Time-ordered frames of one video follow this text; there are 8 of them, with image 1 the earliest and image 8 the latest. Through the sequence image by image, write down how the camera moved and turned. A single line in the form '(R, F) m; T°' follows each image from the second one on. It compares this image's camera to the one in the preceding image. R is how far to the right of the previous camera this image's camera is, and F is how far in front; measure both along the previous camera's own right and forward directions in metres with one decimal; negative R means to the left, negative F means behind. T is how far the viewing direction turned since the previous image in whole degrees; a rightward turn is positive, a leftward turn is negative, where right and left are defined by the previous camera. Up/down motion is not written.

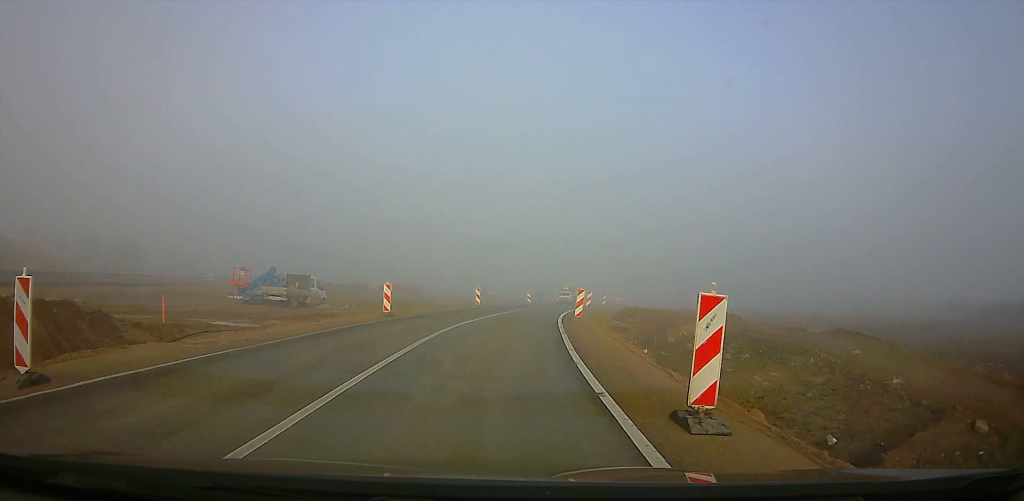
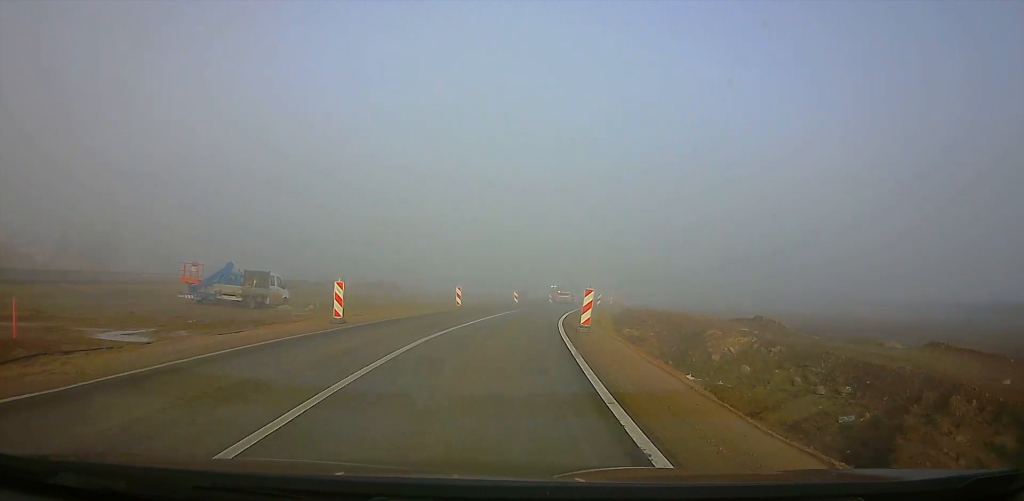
(-0.1, +6.4) m; 0°
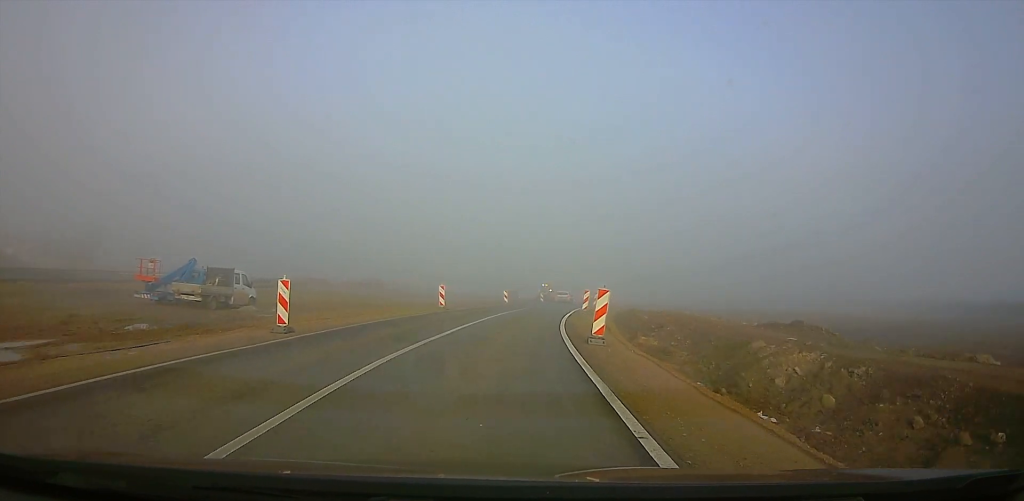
(-0.1, +4.8) m; 0°
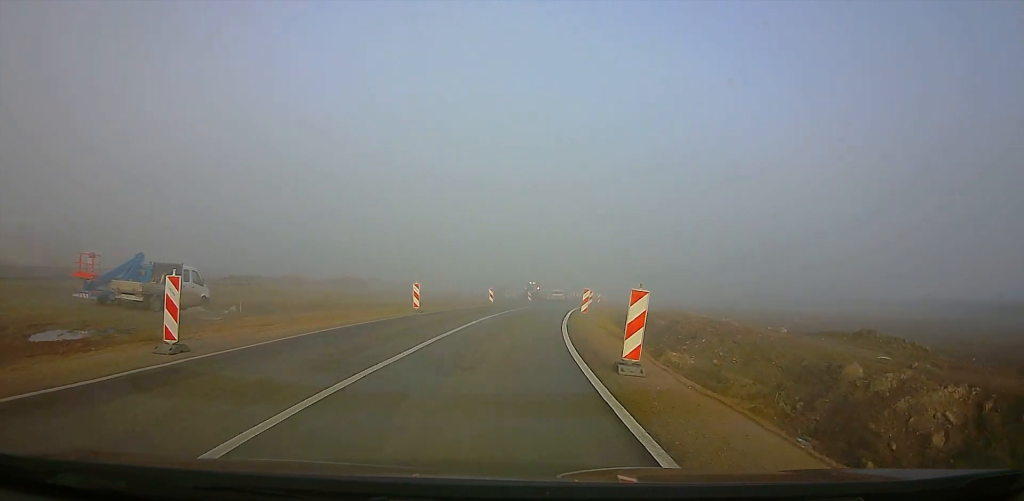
(0.0, +5.1) m; 0°
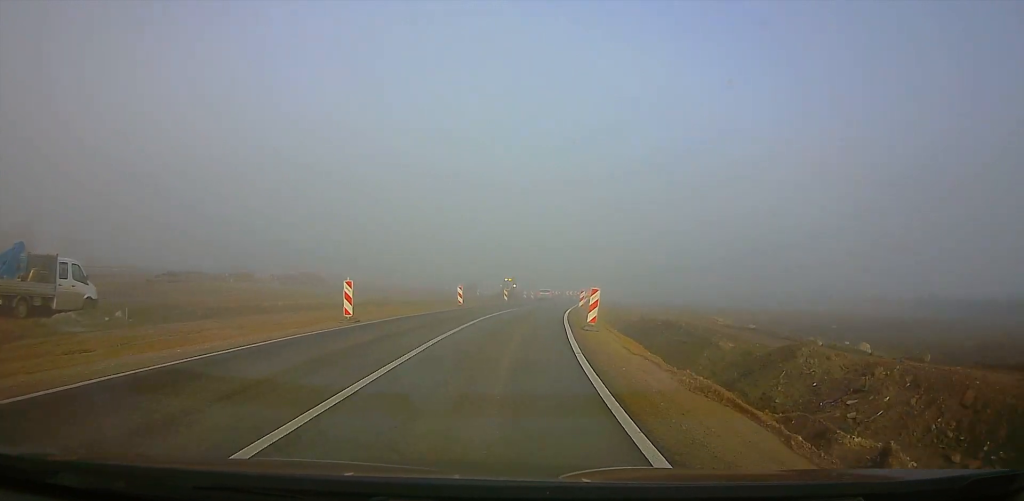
(+0.1, +9.2) m; +3°
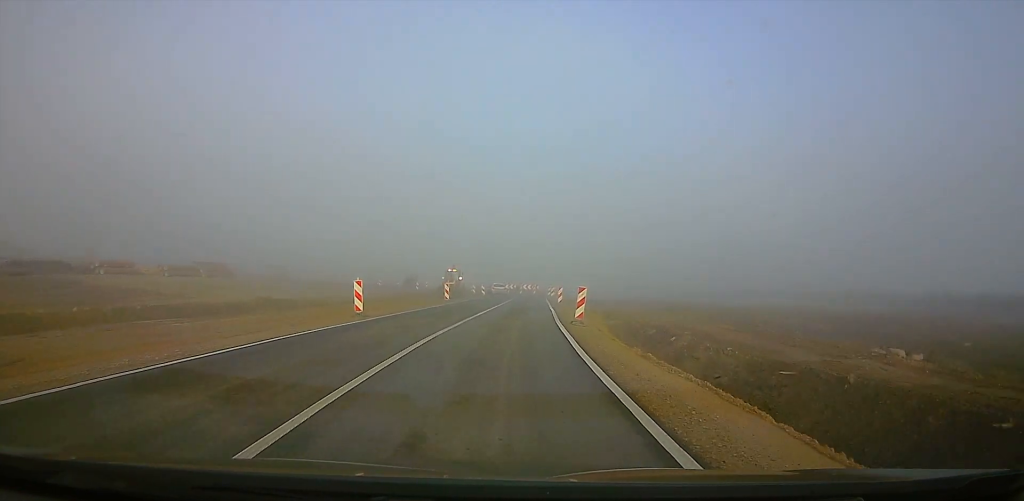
(+1.3, +19.7) m; +6°
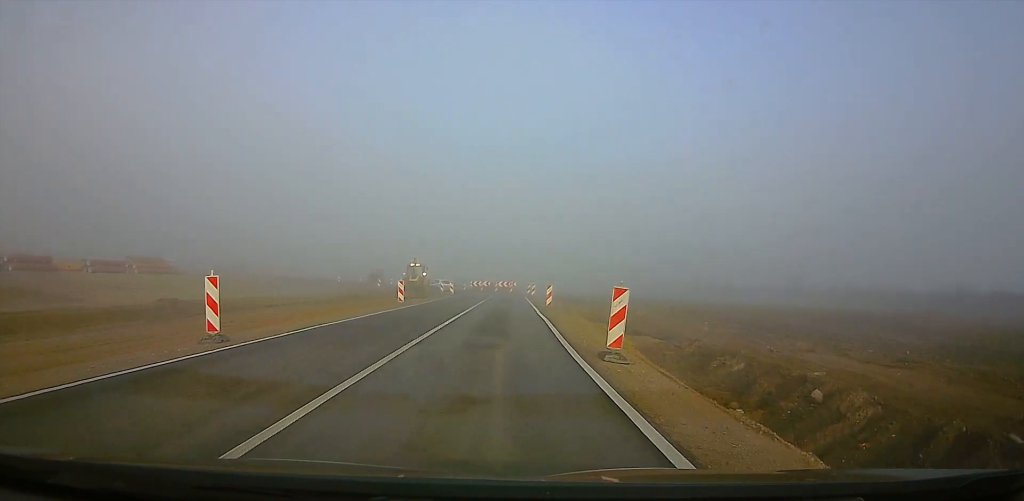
(+0.4, +11.8) m; +3°
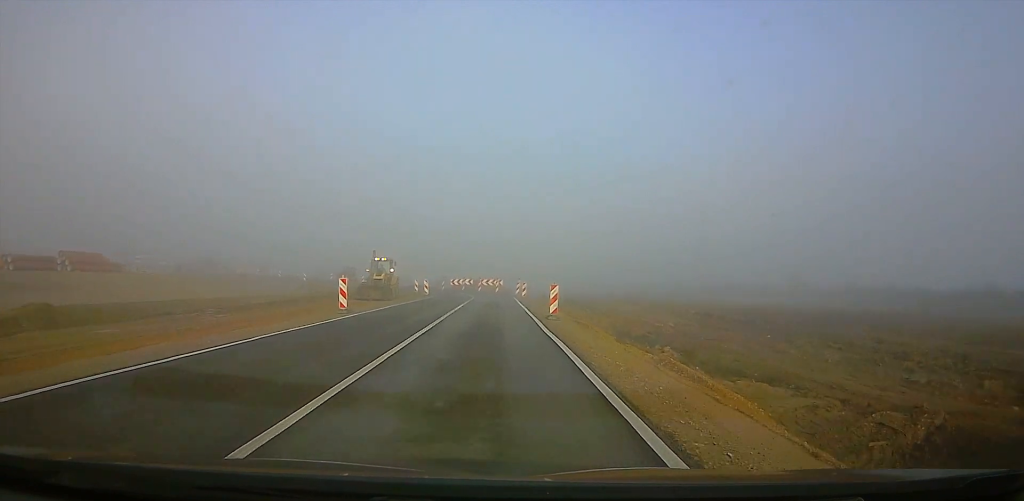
(+0.2, +11.3) m; +1°
